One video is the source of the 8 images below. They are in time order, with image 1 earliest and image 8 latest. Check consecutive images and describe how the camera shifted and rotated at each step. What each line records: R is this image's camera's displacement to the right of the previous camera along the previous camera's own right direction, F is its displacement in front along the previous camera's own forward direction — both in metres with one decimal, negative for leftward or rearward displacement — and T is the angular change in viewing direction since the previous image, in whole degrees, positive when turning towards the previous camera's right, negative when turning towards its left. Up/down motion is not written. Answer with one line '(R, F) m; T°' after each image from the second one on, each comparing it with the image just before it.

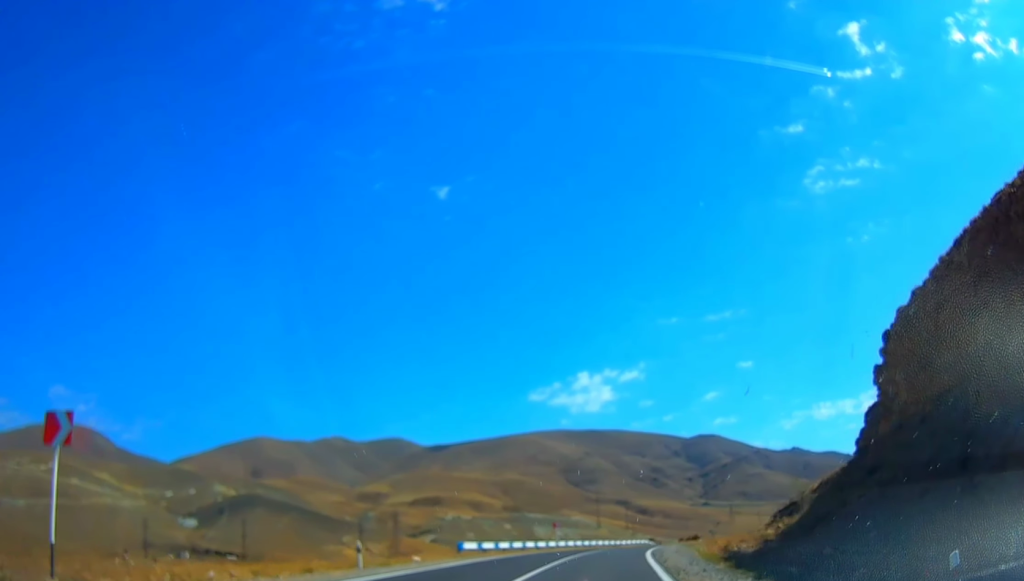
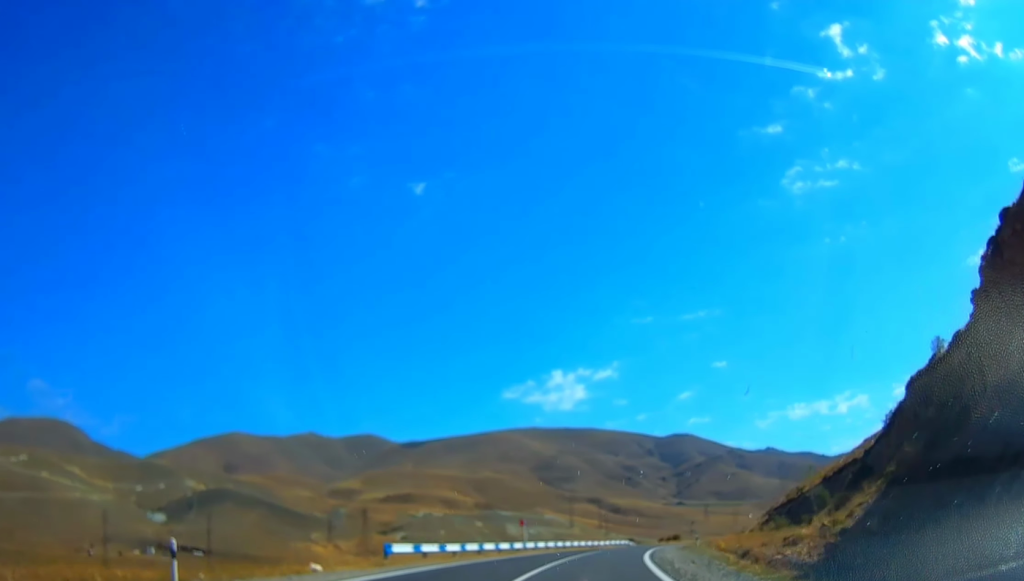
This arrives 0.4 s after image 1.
(+0.5, +9.5) m; +3°
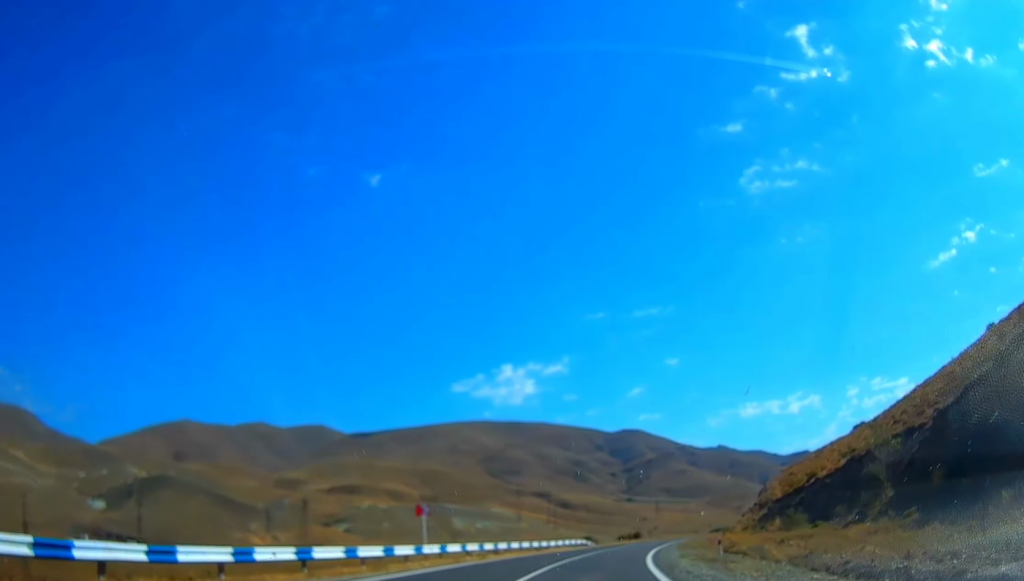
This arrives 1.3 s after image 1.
(+0.9, +19.7) m; +5°
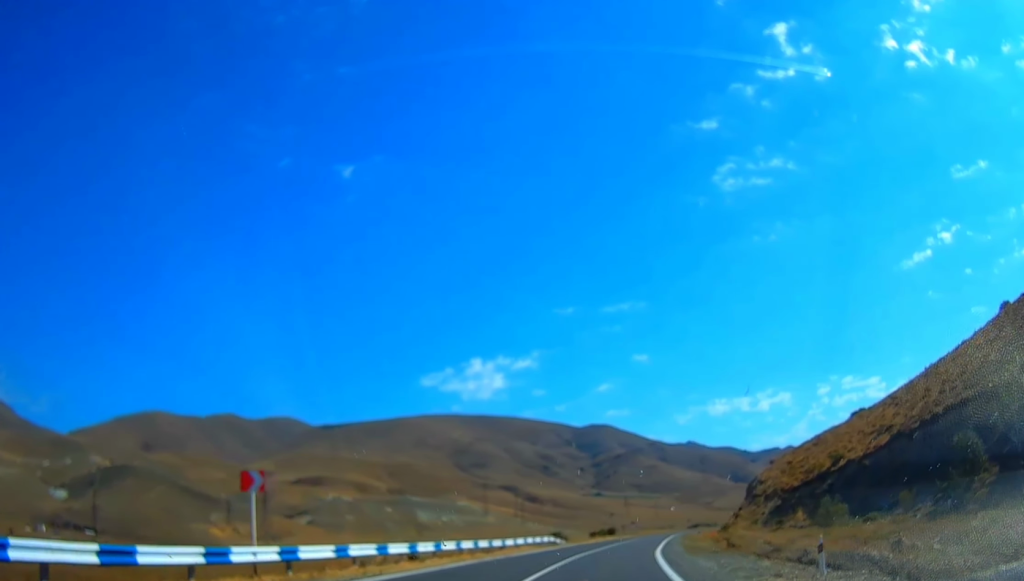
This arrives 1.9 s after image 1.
(+0.2, +13.6) m; +3°
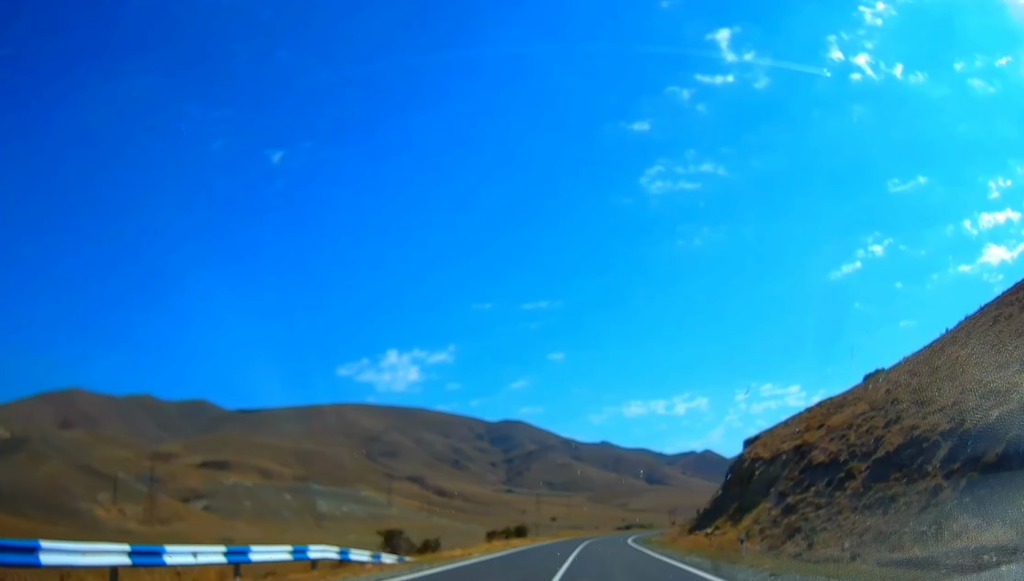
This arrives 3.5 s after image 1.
(+2.3, +37.9) m; +6°
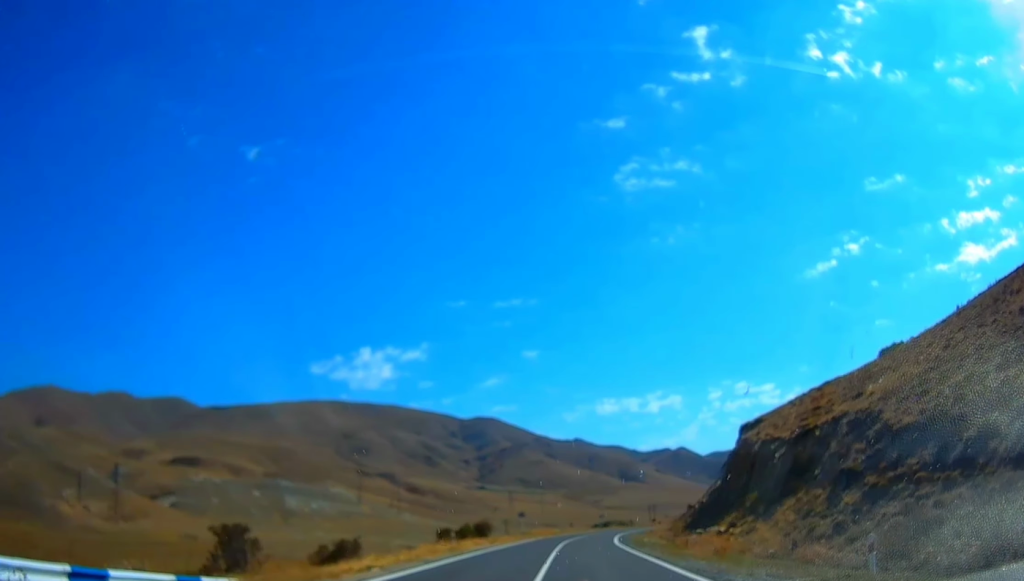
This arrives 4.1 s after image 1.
(+0.1, +12.6) m; +2°
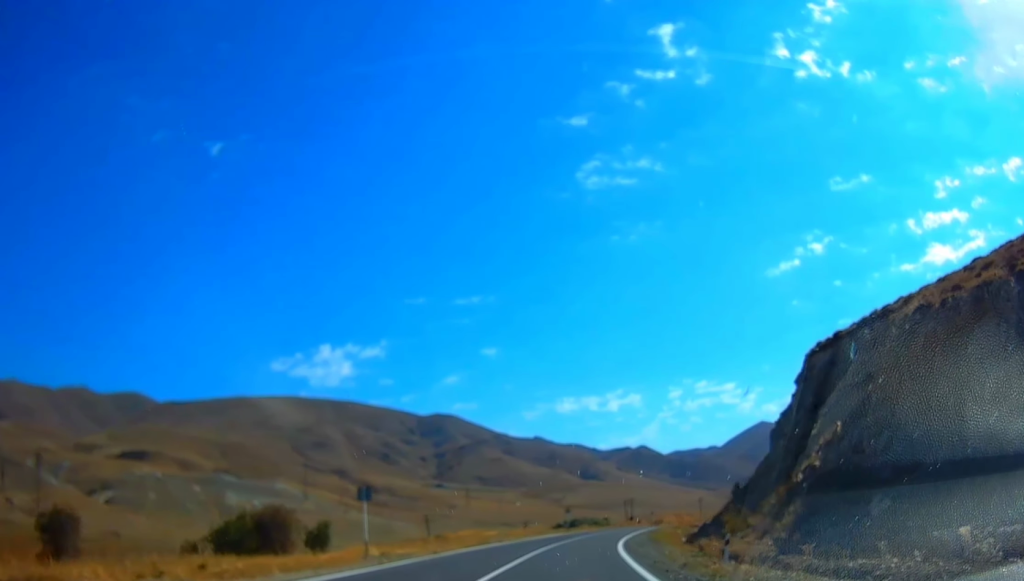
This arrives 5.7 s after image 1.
(+2.3, +39.3) m; +5°
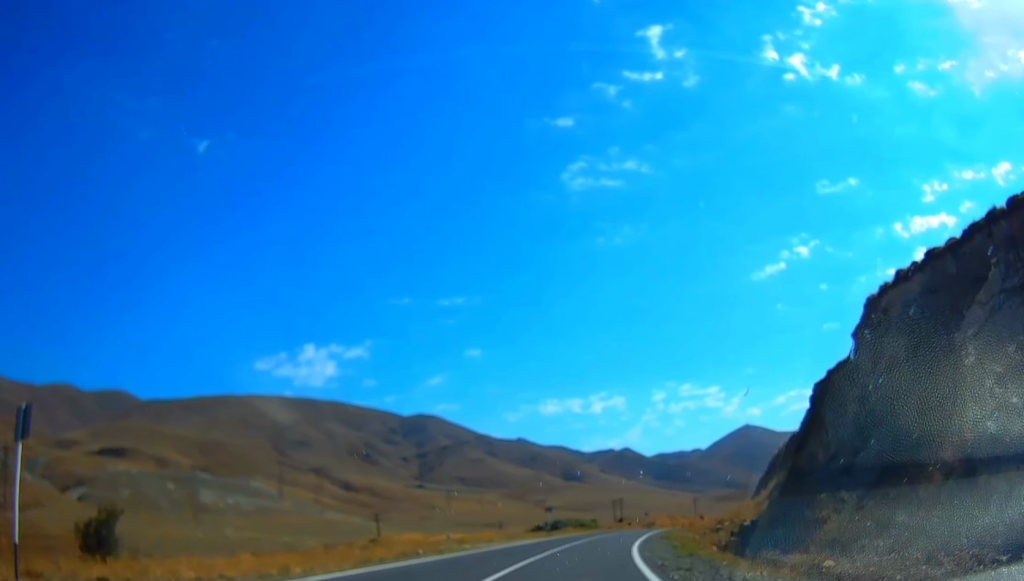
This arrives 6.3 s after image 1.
(+0.2, +15.5) m; +2°
